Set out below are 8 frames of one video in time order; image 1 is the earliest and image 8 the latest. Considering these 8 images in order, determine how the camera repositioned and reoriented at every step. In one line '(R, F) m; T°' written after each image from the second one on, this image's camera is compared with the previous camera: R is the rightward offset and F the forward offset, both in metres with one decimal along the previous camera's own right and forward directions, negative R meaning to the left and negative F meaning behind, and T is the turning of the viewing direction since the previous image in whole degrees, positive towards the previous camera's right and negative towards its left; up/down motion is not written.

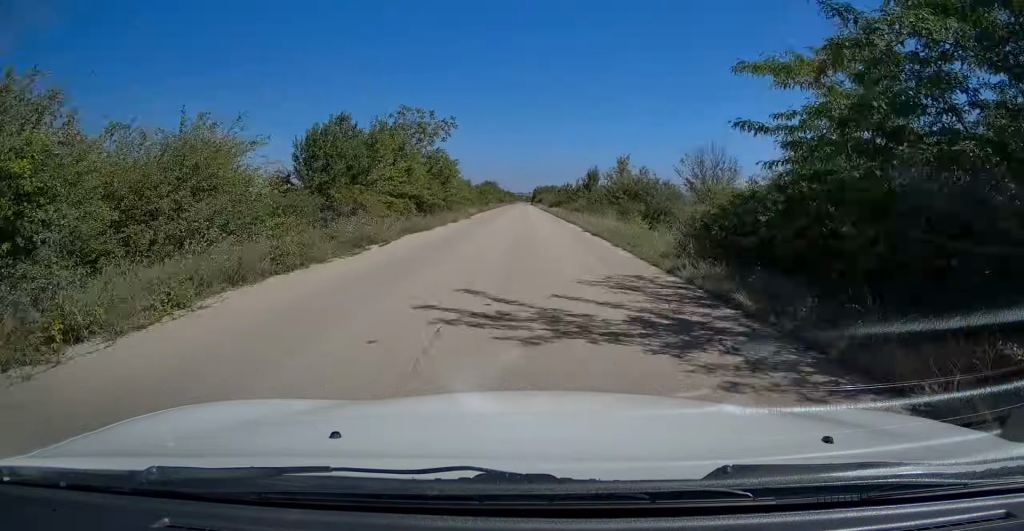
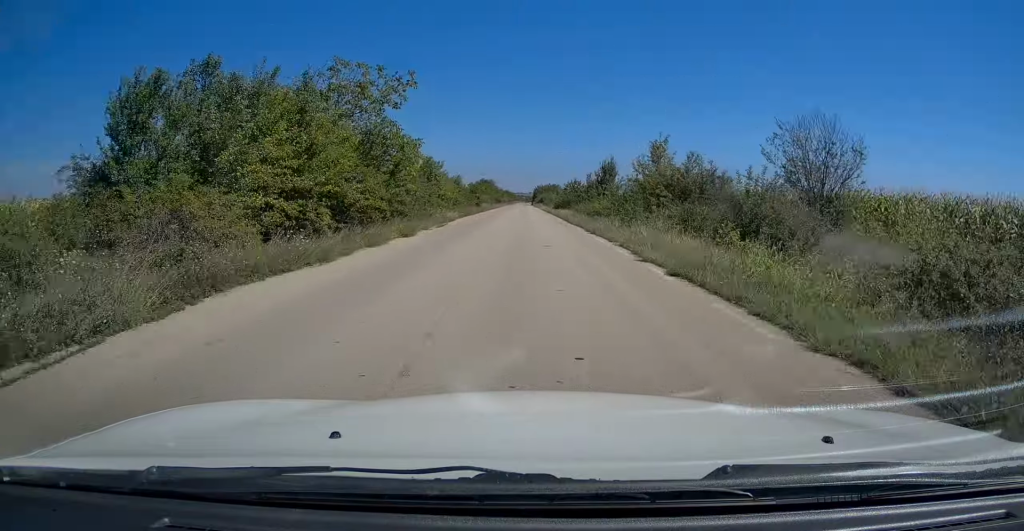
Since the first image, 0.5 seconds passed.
(0.0, +12.1) m; 0°
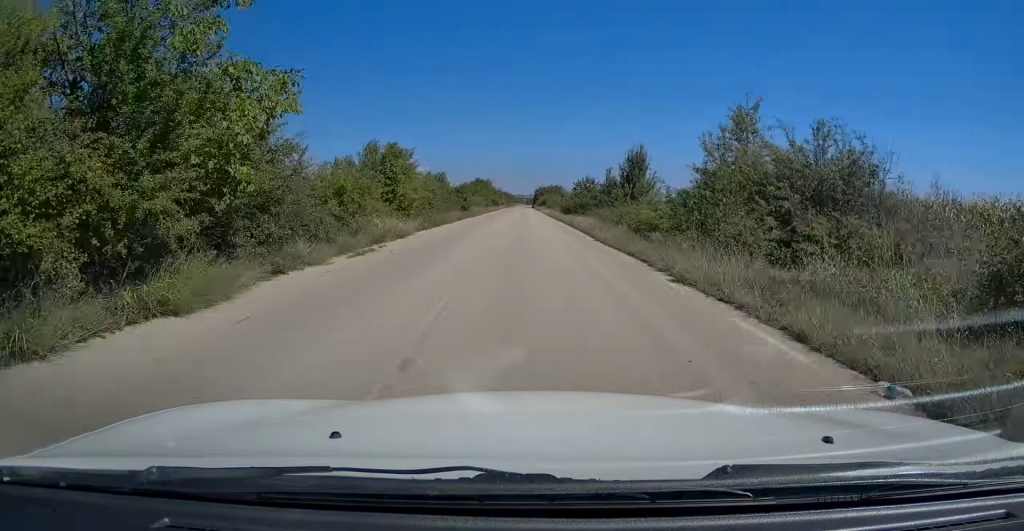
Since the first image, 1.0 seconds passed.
(+0.3, +12.9) m; 0°
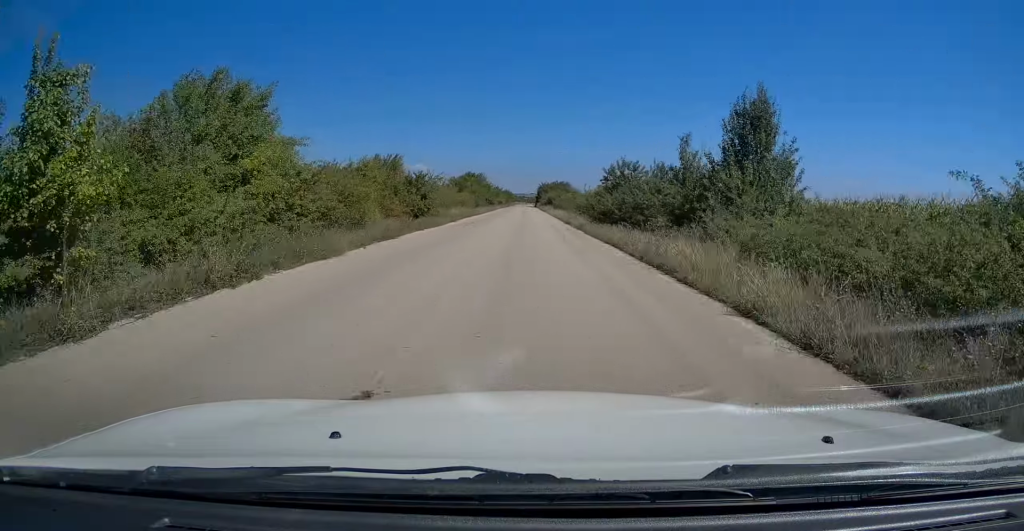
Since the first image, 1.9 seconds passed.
(-0.2, +20.0) m; 0°
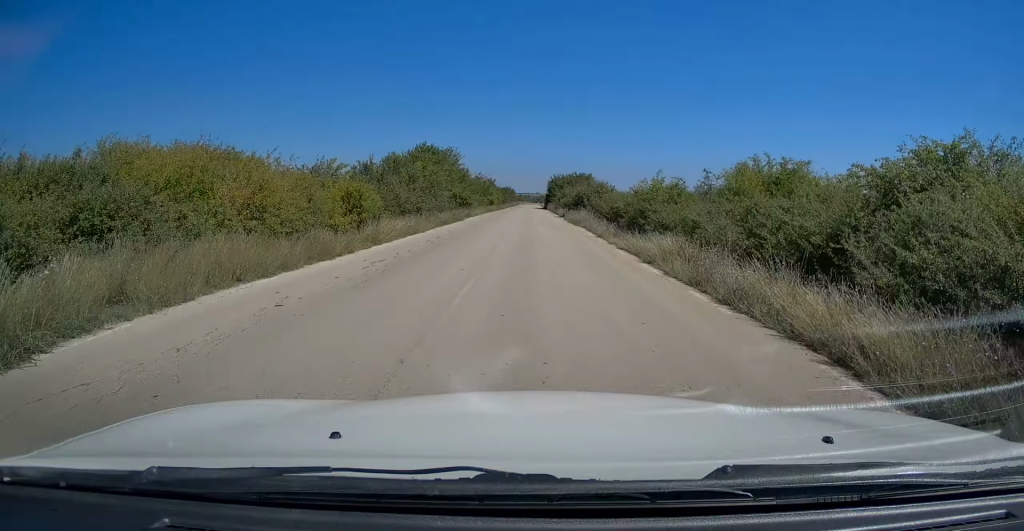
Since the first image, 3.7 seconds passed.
(0.0, +42.0) m; 0°
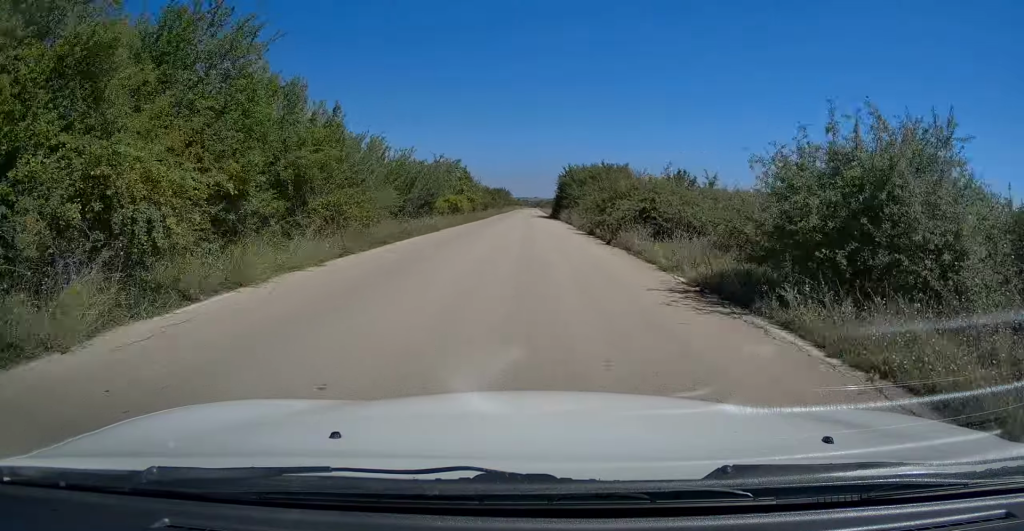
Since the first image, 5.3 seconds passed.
(-0.1, +38.0) m; 0°
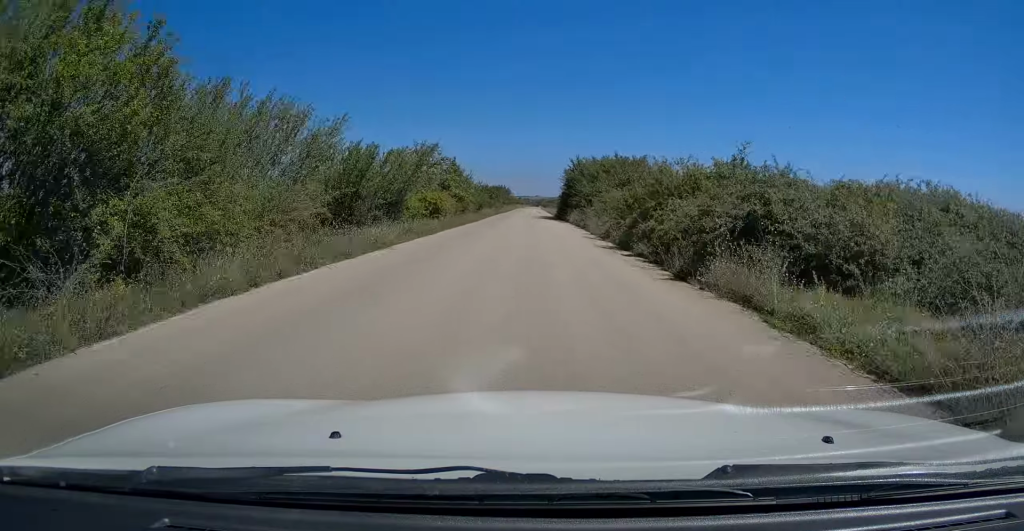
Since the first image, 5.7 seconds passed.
(0.0, +9.1) m; 0°
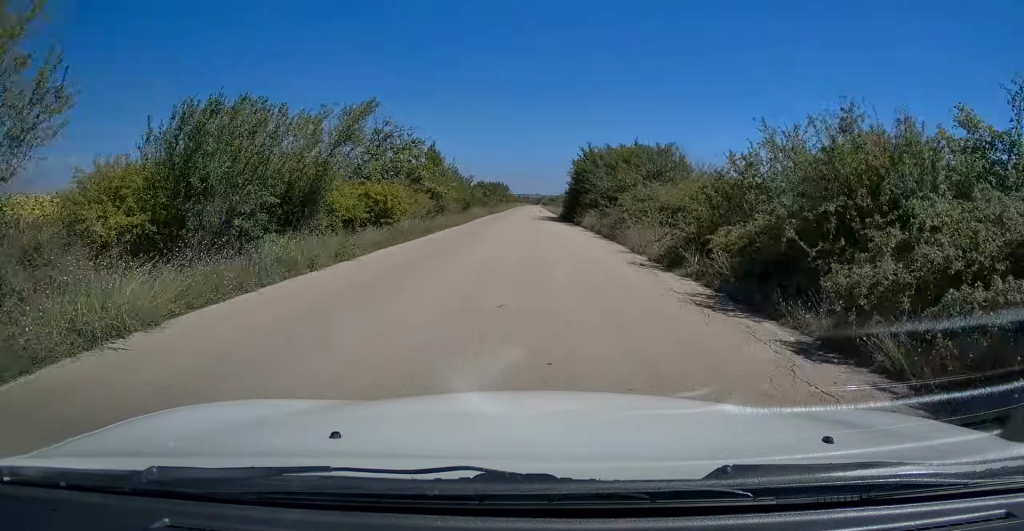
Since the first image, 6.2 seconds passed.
(0.0, +10.6) m; 0°
